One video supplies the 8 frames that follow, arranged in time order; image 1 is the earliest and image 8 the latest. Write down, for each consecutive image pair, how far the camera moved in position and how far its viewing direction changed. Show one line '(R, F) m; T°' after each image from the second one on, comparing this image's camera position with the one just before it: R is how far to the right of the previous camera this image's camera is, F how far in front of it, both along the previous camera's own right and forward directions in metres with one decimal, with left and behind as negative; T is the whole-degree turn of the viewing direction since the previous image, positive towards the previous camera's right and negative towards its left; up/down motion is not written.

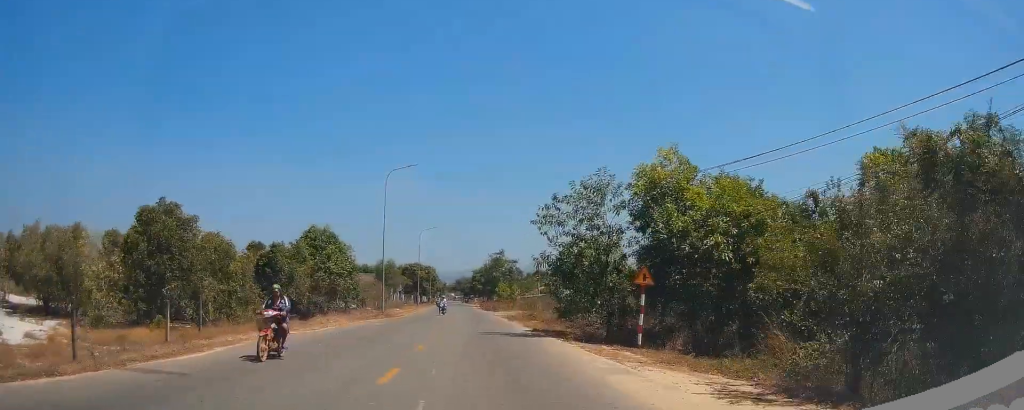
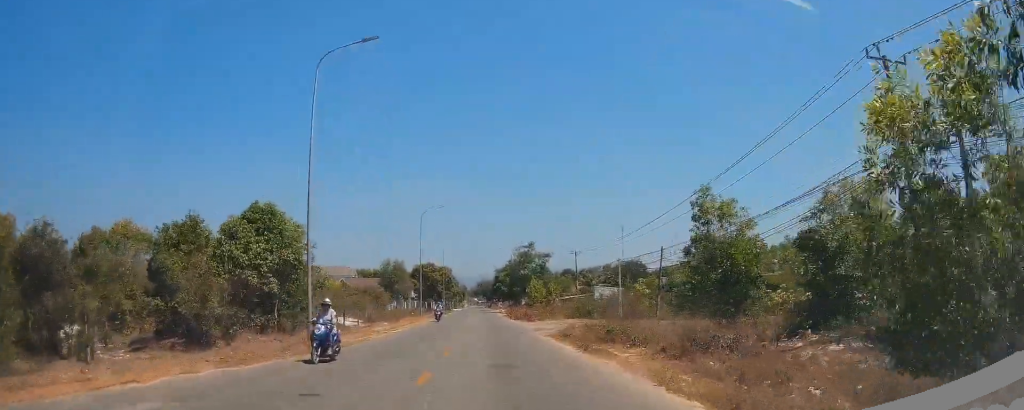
(-1.8, +22.9) m; -9°
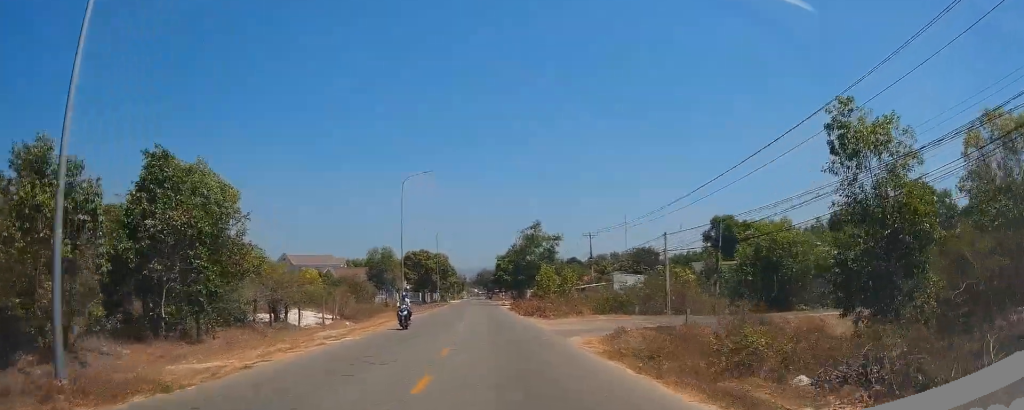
(-0.1, +13.8) m; +1°
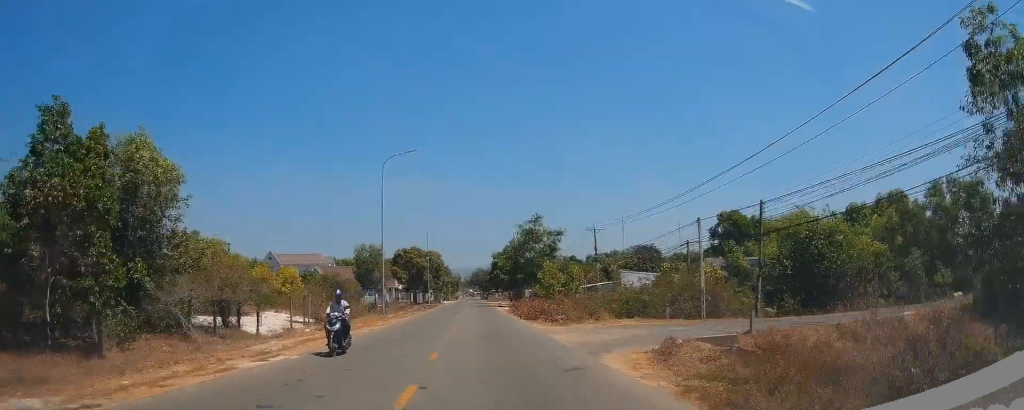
(+0.1, +7.2) m; +1°
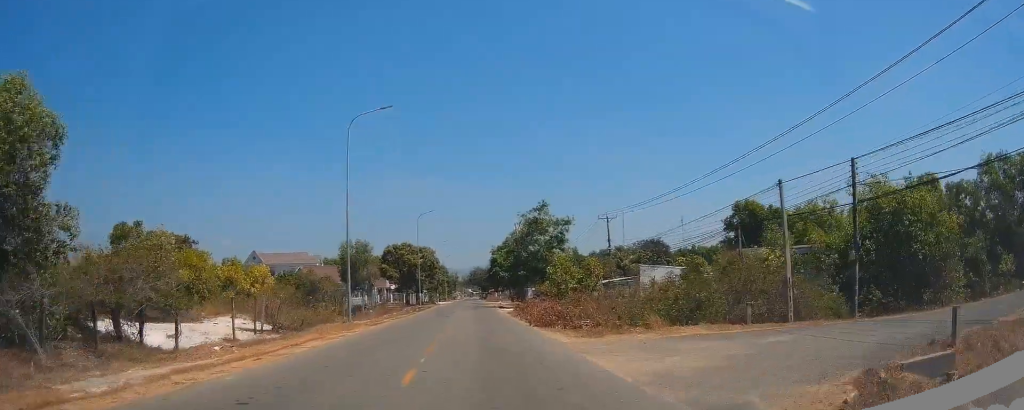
(0.0, +9.7) m; +2°
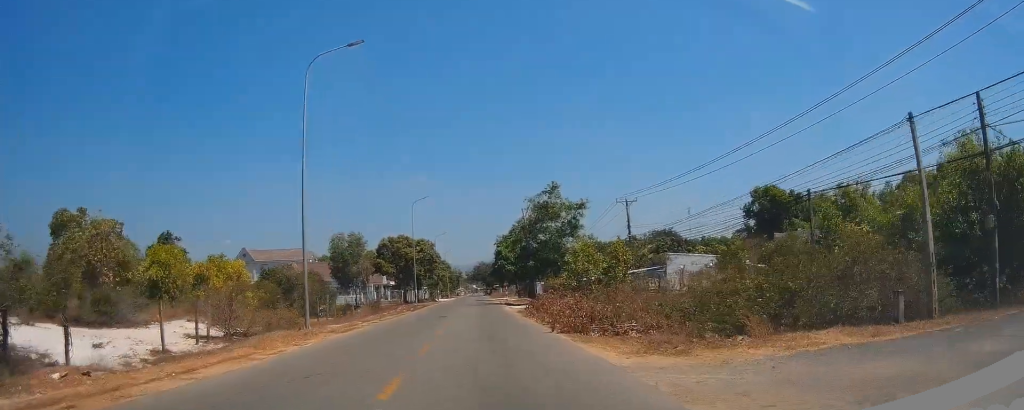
(+0.2, +8.0) m; 0°
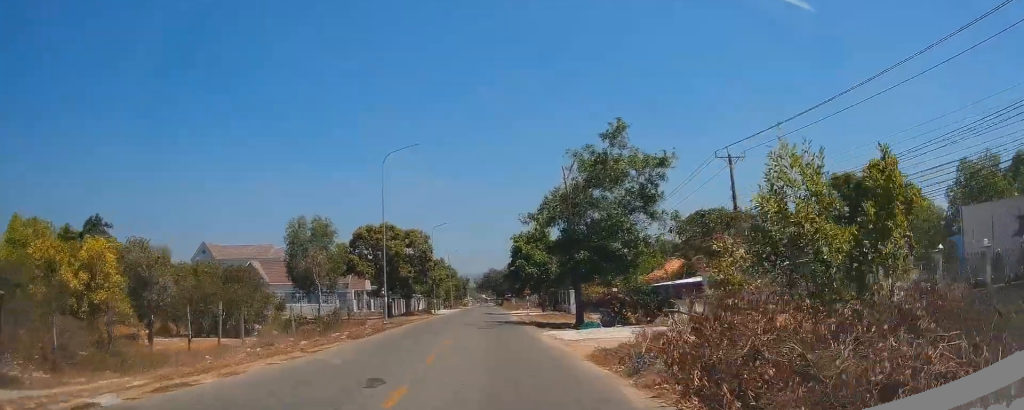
(-0.5, +24.2) m; -3°
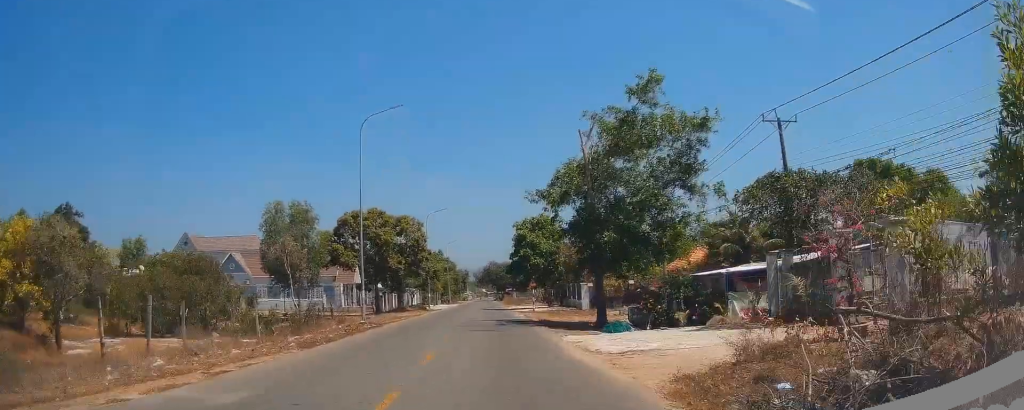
(0.0, +6.9) m; 0°
